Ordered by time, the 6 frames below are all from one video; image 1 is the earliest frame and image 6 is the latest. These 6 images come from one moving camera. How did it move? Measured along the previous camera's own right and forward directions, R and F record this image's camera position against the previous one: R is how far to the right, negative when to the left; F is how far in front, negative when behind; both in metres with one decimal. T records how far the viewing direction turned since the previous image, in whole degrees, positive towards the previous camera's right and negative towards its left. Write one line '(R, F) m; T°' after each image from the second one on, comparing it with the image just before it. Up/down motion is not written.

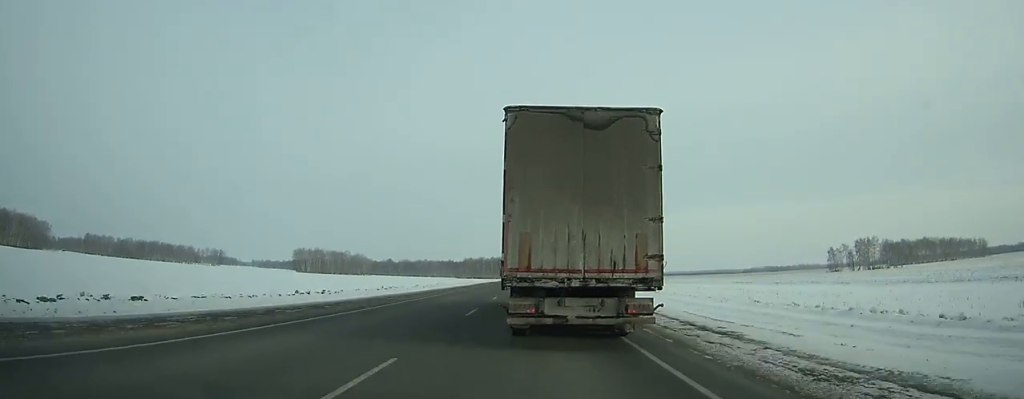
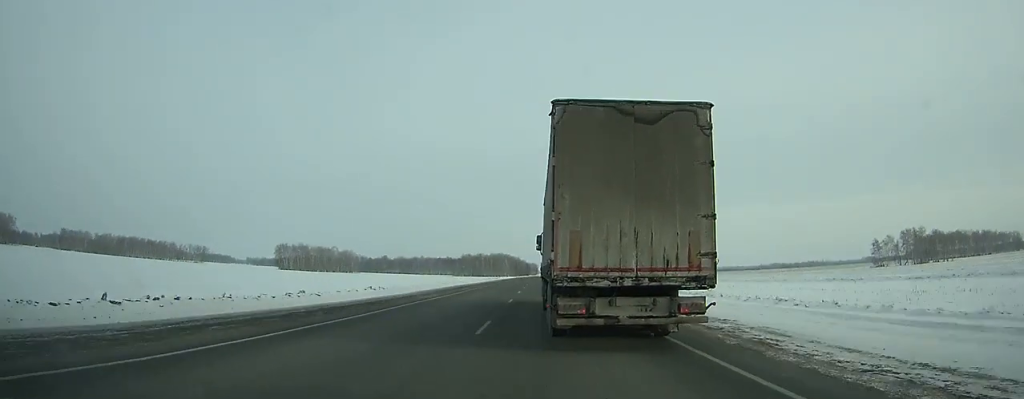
(+0.1, +45.0) m; 0°
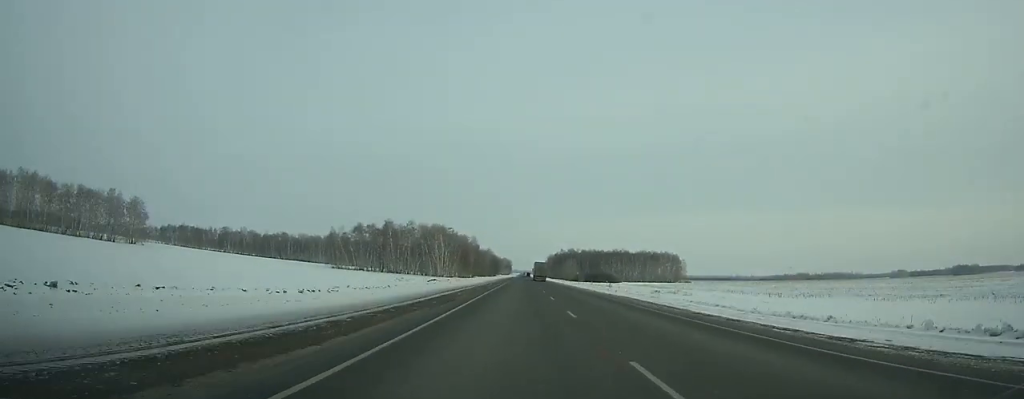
(+7.6, +265.1) m; +2°
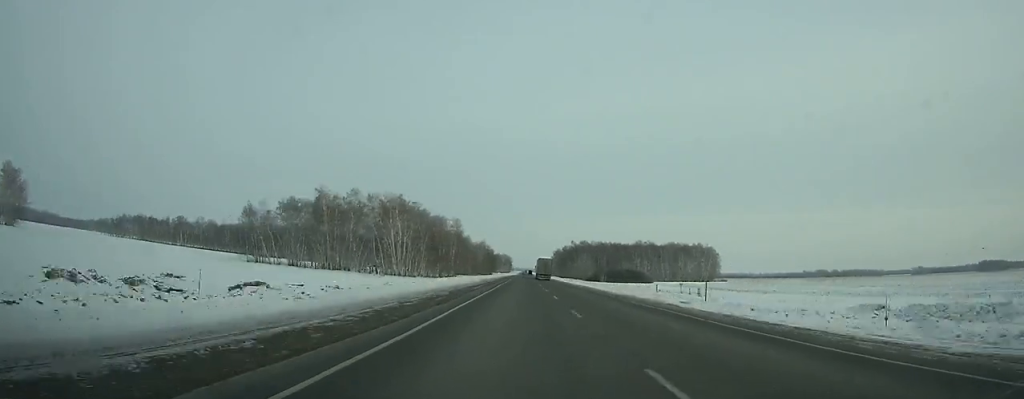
(-0.2, +74.6) m; 0°
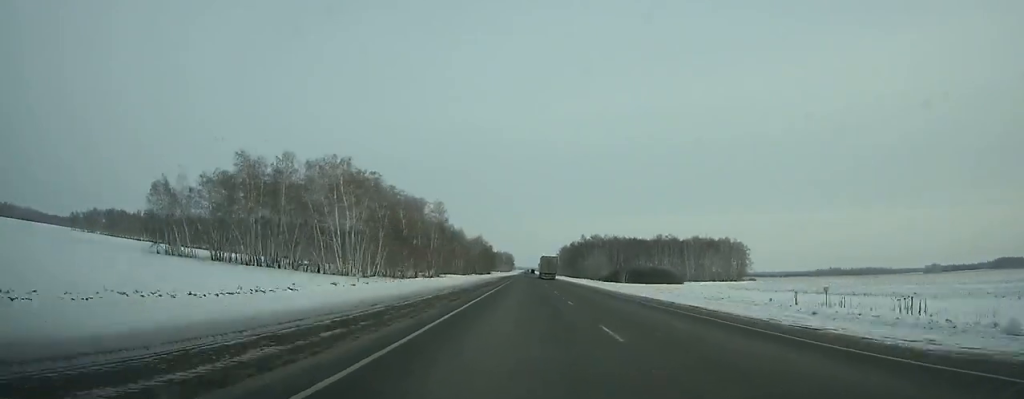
(-0.1, +42.3) m; 0°
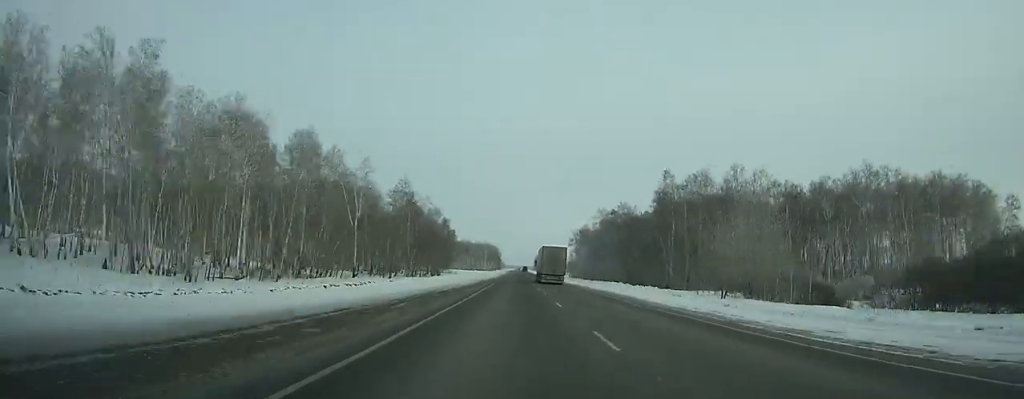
(+1.4, +167.6) m; +1°
